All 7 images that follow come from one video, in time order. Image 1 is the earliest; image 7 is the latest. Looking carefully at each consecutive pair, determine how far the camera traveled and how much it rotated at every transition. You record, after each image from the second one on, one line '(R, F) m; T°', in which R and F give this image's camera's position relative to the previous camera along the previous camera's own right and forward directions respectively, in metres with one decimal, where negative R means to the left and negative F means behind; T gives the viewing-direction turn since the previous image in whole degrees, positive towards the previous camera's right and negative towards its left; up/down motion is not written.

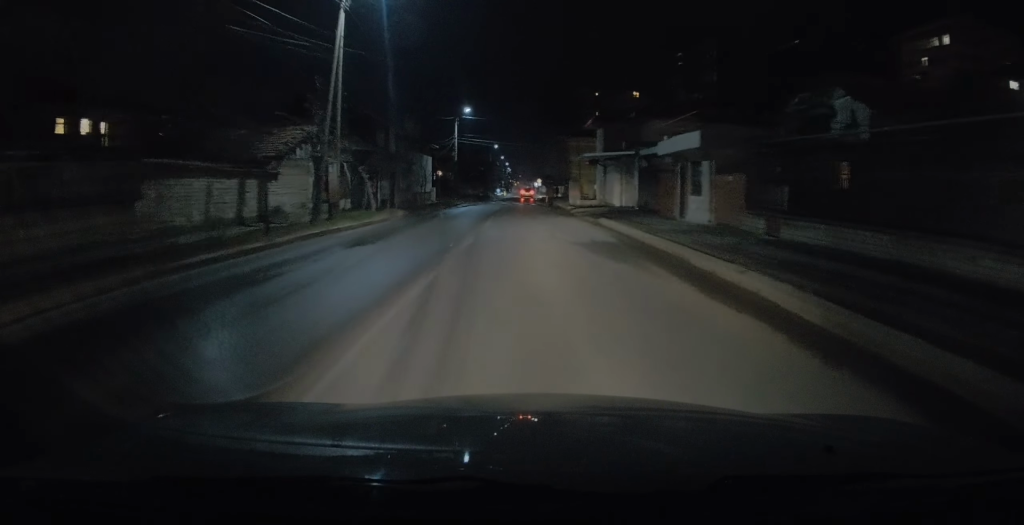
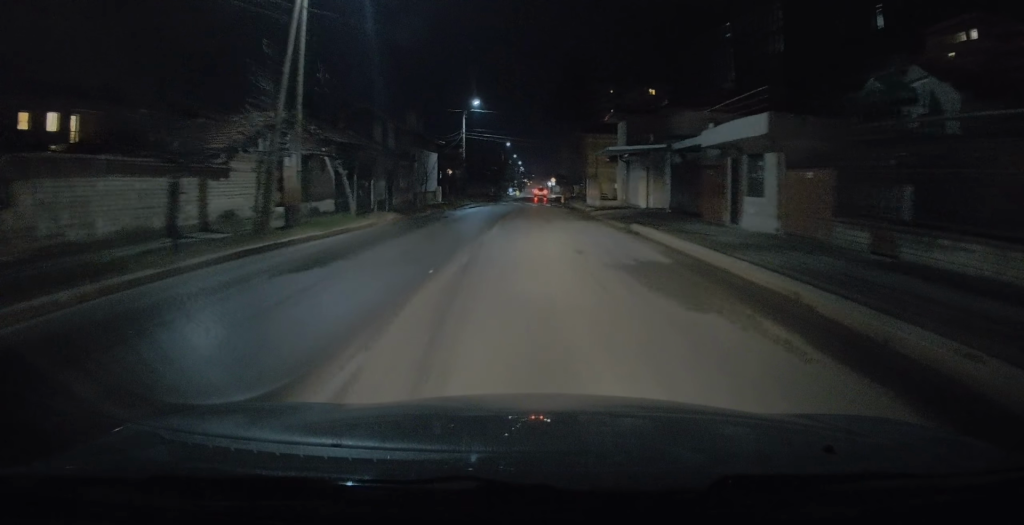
(0.0, +4.7) m; 0°
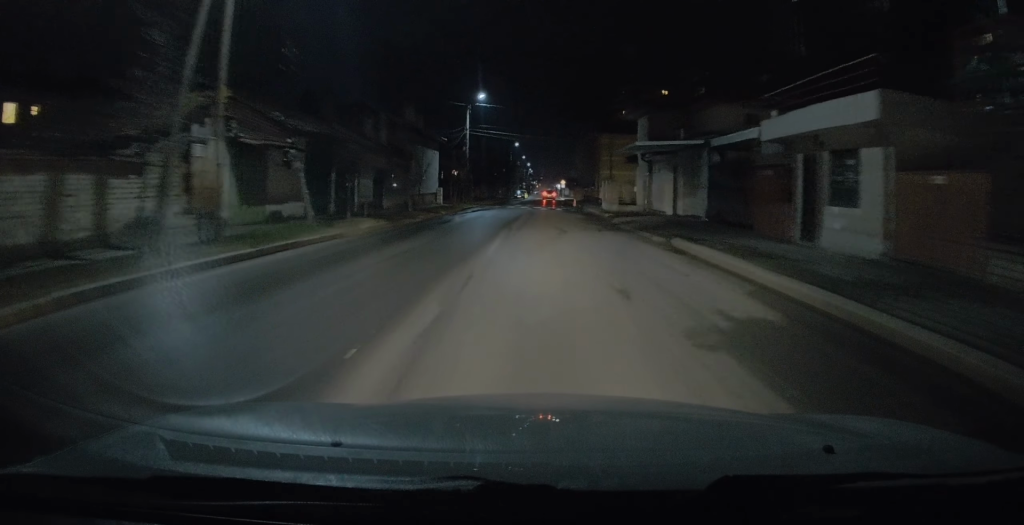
(0.0, +4.7) m; 0°
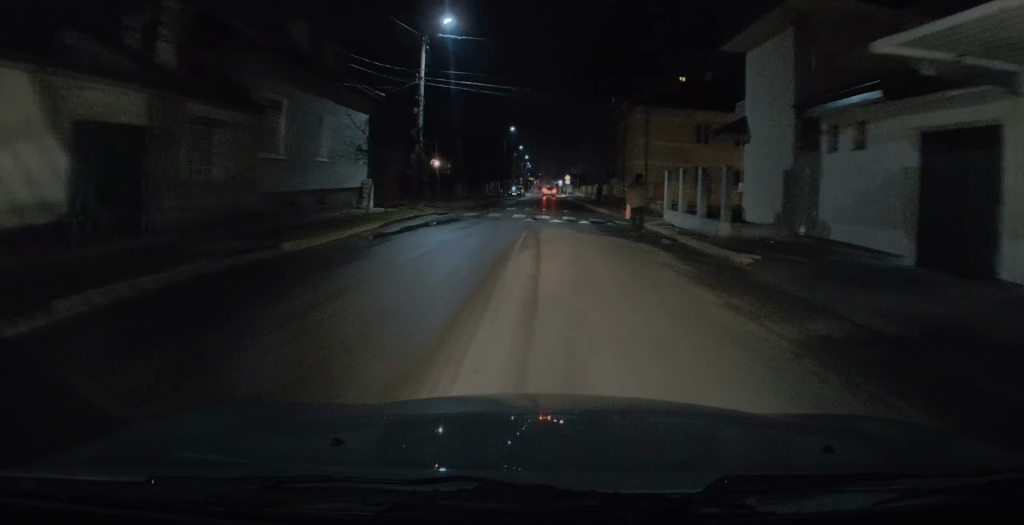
(-0.7, +21.7) m; -2°
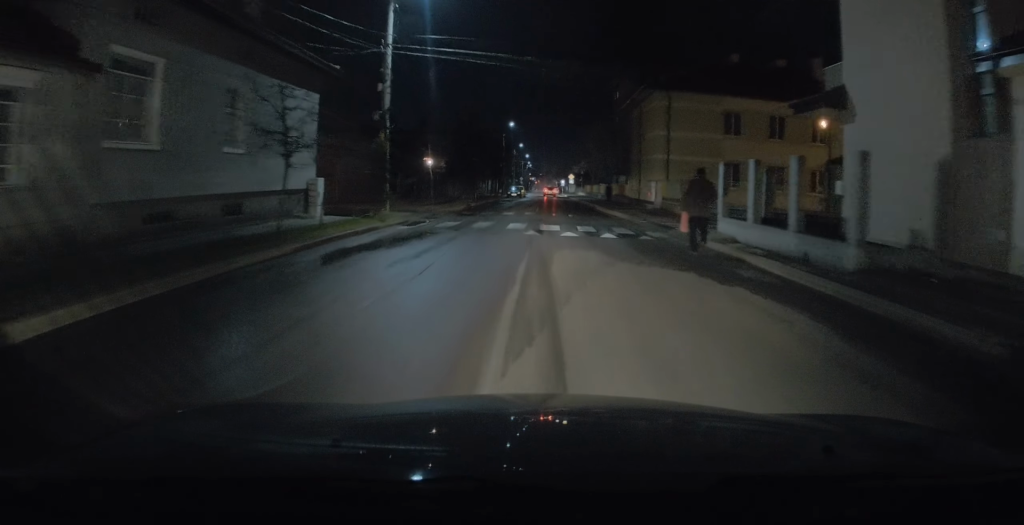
(+0.1, +7.0) m; +1°
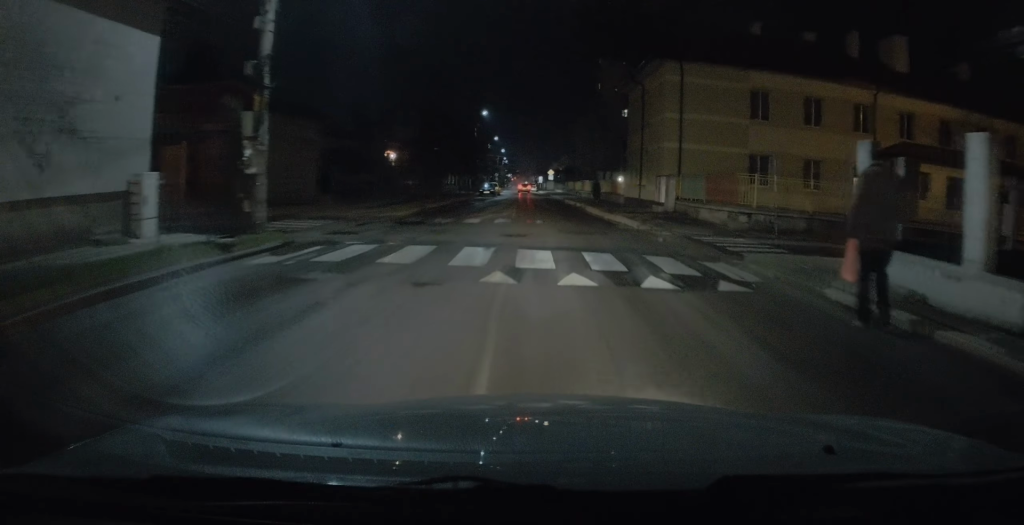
(+0.1, +8.6) m; +2°
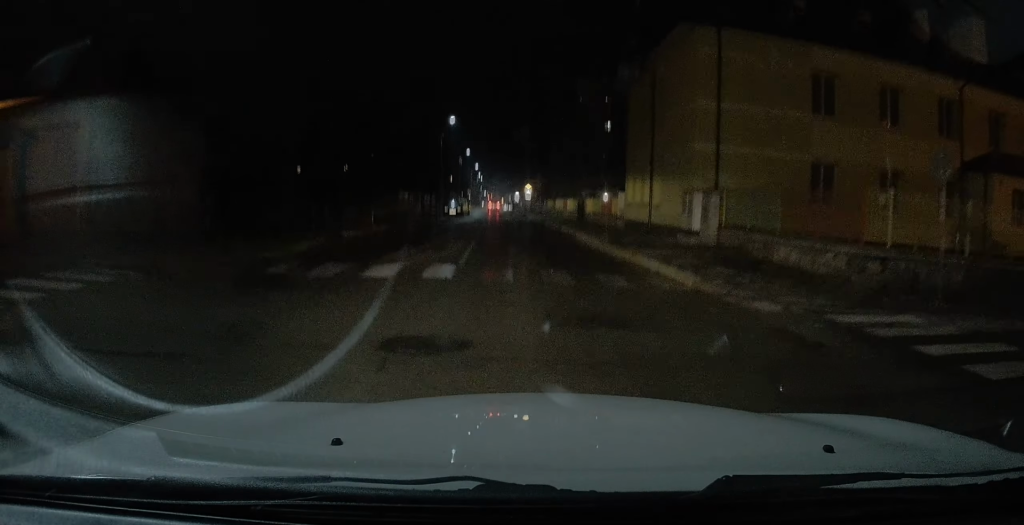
(+0.3, +10.3) m; +1°
